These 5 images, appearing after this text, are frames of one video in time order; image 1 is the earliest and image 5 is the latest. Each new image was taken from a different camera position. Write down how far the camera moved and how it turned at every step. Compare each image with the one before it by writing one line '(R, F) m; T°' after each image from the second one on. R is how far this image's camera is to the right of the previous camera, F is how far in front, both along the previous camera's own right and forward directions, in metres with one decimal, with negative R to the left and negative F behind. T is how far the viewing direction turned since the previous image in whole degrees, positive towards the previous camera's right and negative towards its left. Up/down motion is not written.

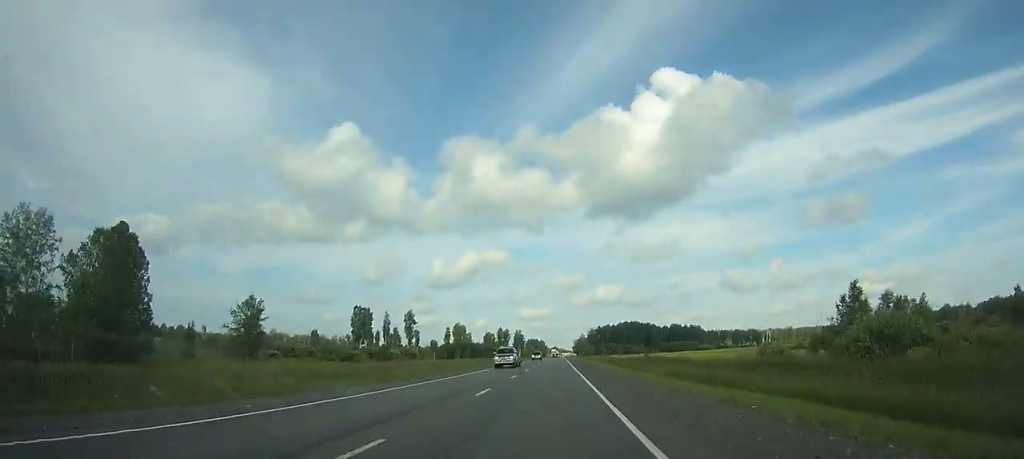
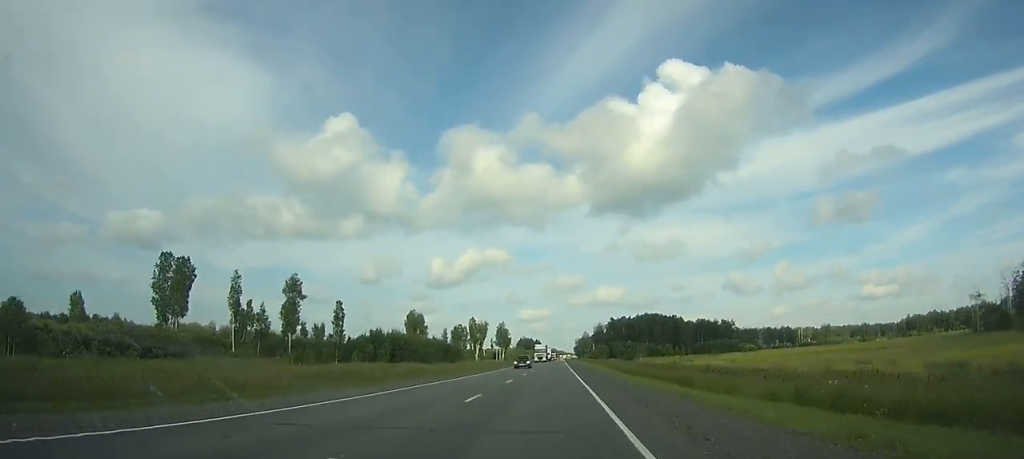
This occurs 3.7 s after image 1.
(+0.2, +106.3) m; 0°
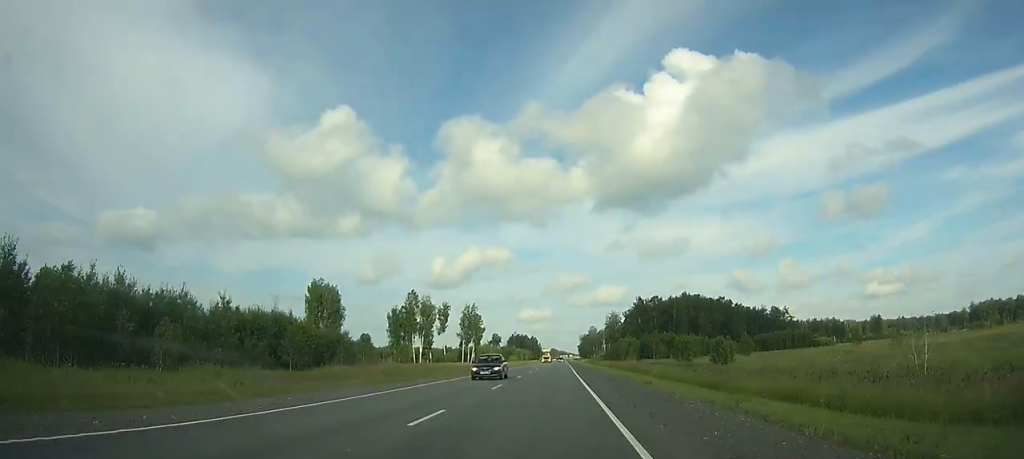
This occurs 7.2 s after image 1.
(+0.1, +100.3) m; 0°
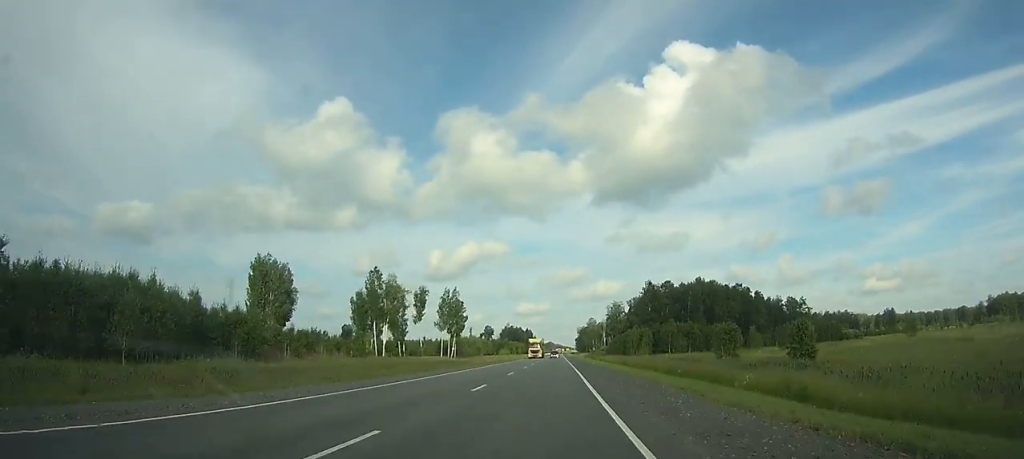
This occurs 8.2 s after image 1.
(+0.1, +28.2) m; 0°
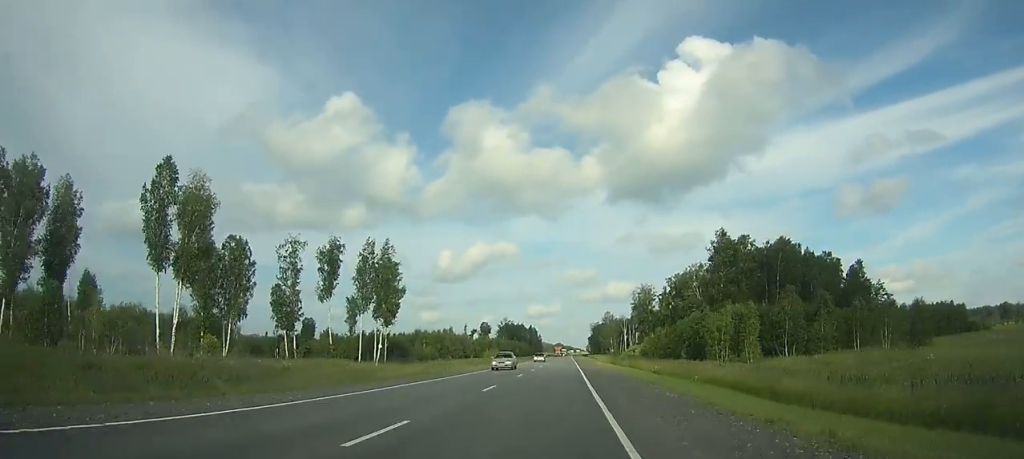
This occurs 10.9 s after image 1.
(-0.1, +71.6) m; 0°
